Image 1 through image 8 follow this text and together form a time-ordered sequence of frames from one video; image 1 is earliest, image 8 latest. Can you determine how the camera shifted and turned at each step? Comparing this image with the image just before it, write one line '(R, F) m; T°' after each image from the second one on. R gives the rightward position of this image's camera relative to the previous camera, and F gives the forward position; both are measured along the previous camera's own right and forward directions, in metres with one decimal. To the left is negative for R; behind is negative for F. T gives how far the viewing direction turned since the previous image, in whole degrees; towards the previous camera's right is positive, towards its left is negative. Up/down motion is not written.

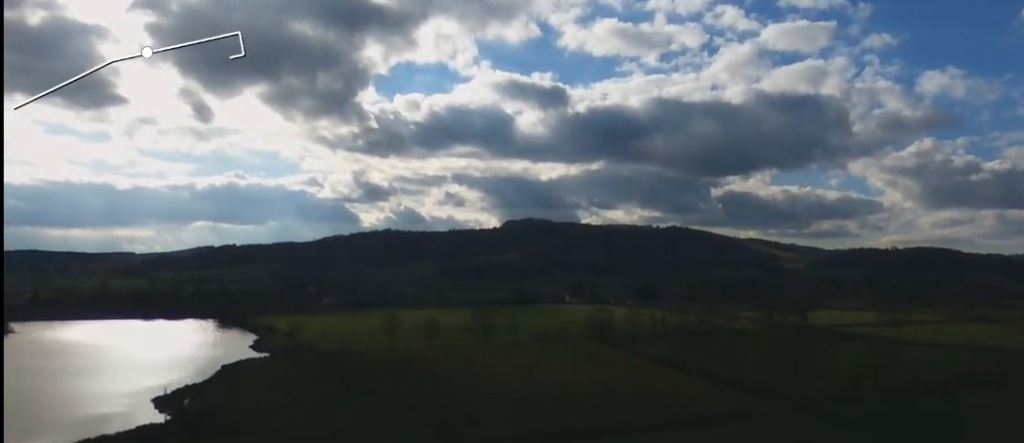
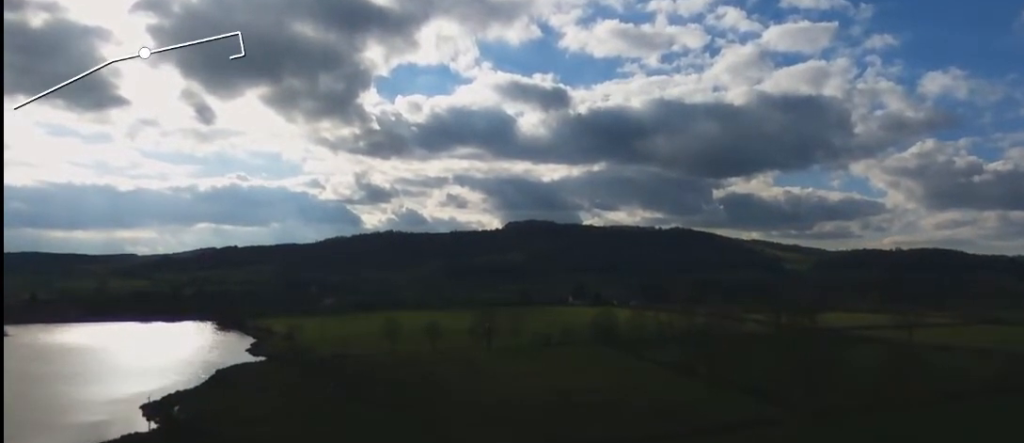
(0.0, +6.2) m; +1°
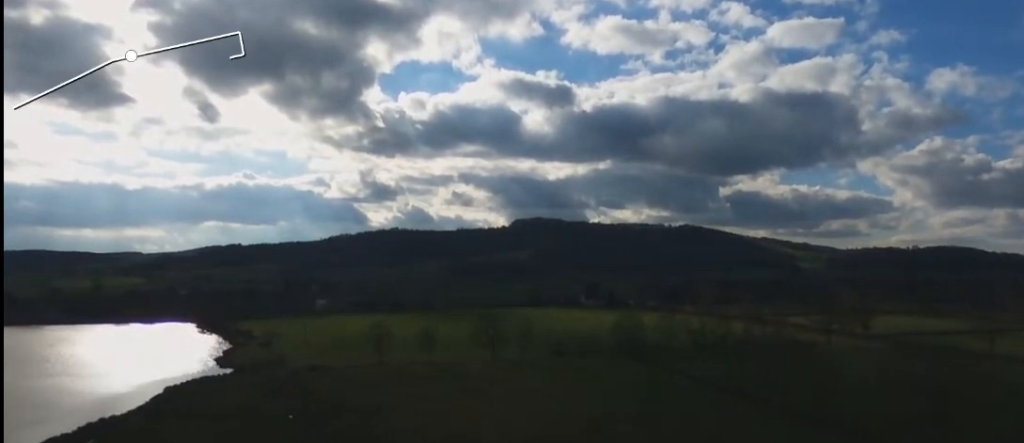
(-2.7, +38.0) m; -1°
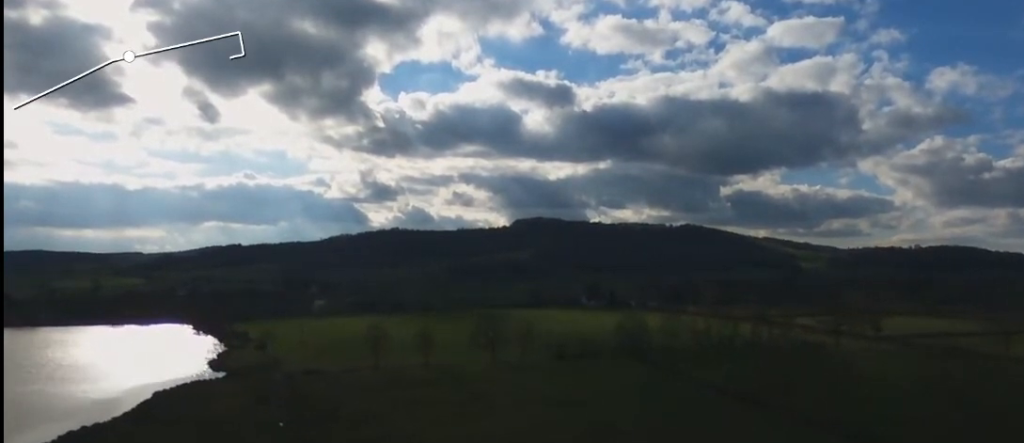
(+0.1, +6.2) m; +1°
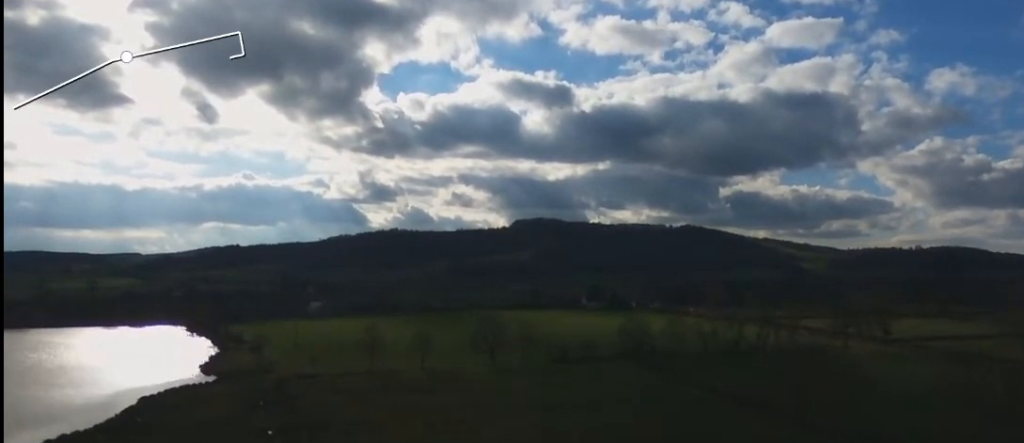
(-0.1, +5.9) m; -1°
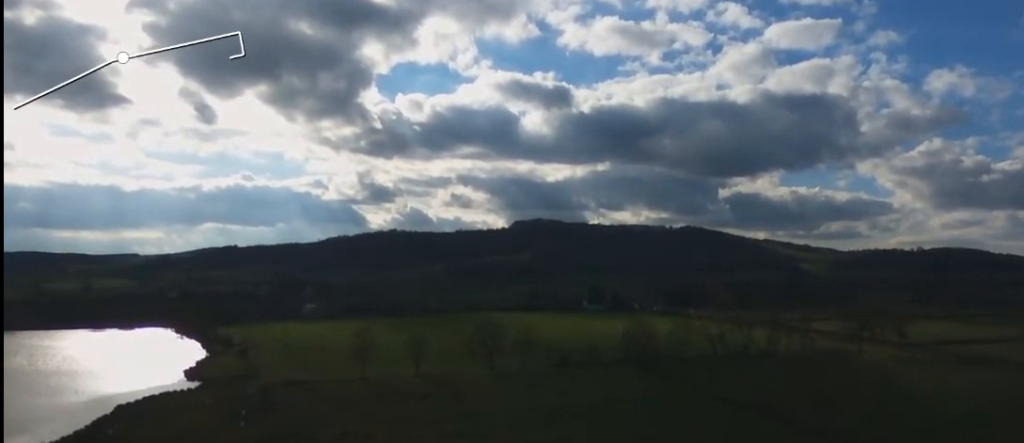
(0.0, +9.6) m; +1°
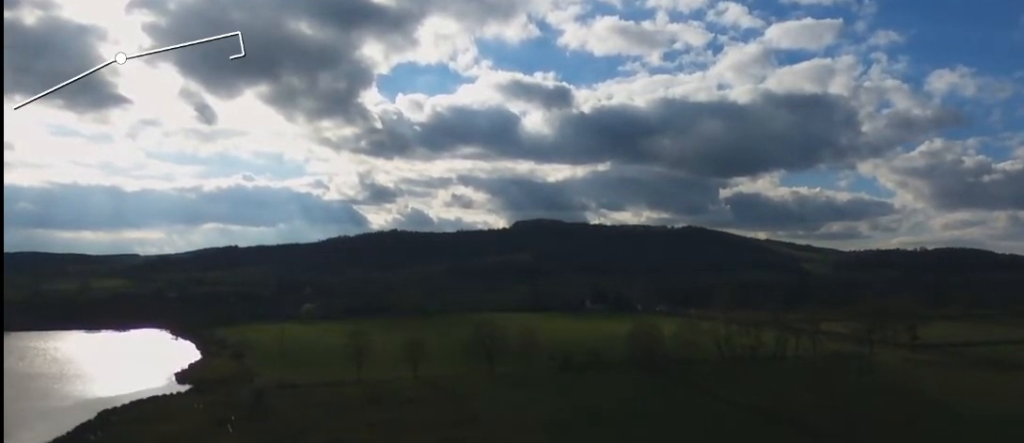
(+0.1, +7.0) m; -2°
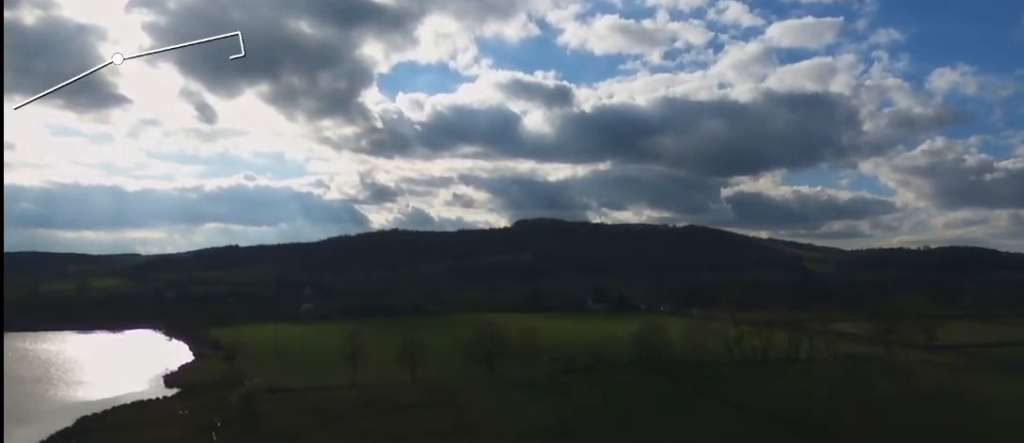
(+0.5, +8.7) m; -5°
